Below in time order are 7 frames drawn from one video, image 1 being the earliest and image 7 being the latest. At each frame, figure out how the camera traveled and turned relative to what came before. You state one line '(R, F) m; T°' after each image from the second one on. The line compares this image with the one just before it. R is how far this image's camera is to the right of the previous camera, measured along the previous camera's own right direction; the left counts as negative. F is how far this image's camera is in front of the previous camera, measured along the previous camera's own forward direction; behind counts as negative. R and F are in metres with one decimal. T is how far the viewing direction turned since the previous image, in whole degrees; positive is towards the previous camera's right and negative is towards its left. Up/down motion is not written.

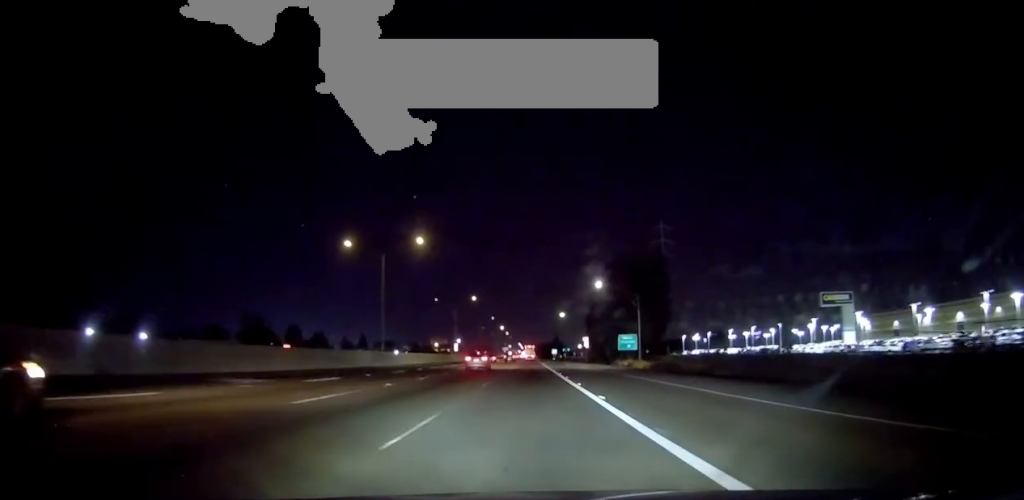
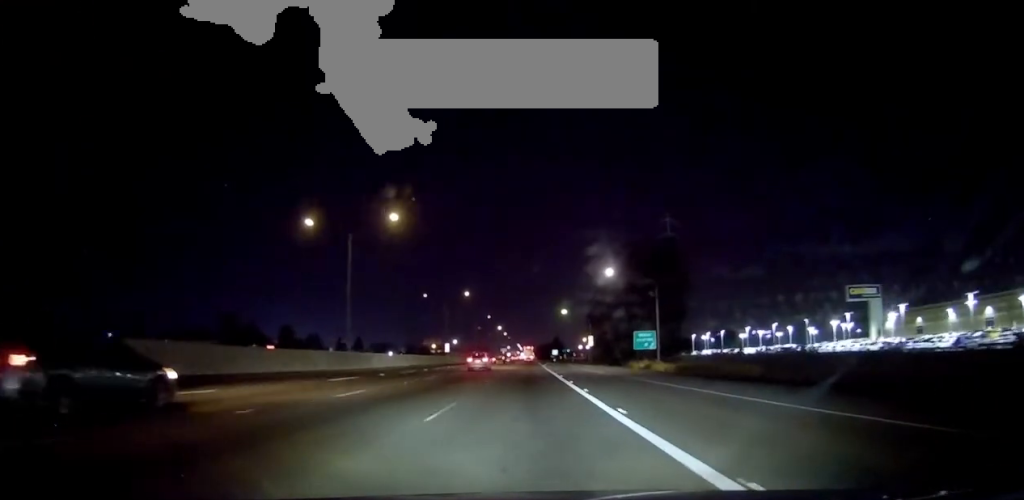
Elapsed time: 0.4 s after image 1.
(-0.1, +11.4) m; 0°
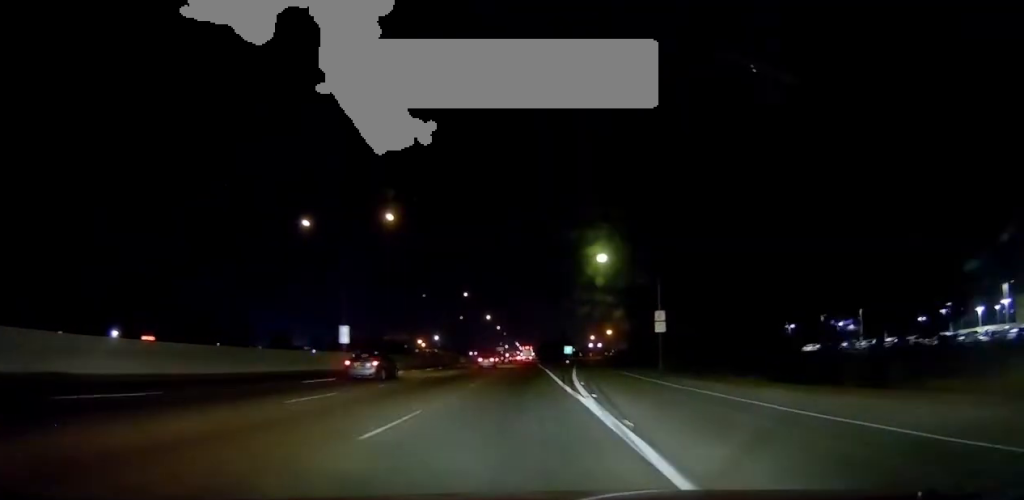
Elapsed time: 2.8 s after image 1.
(-0.8, +60.8) m; -2°
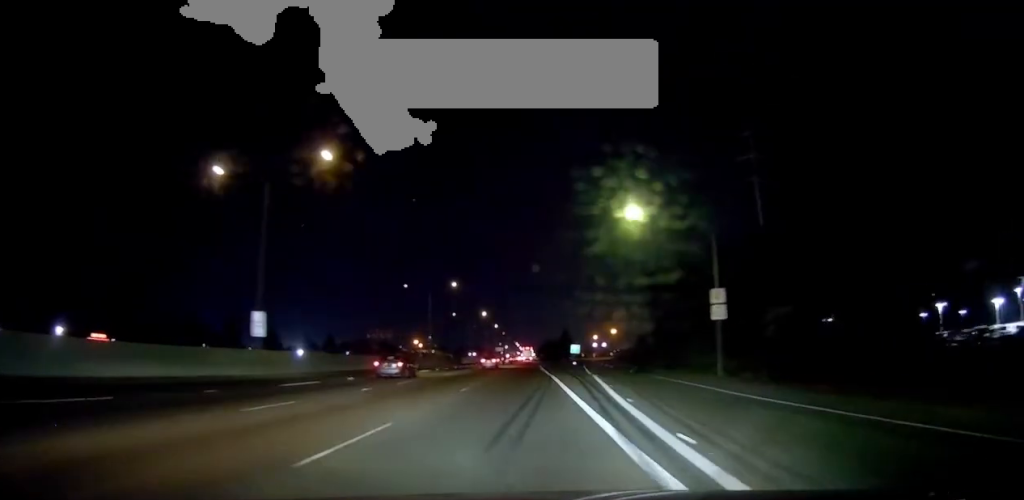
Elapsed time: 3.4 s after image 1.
(-0.5, +16.4) m; +1°
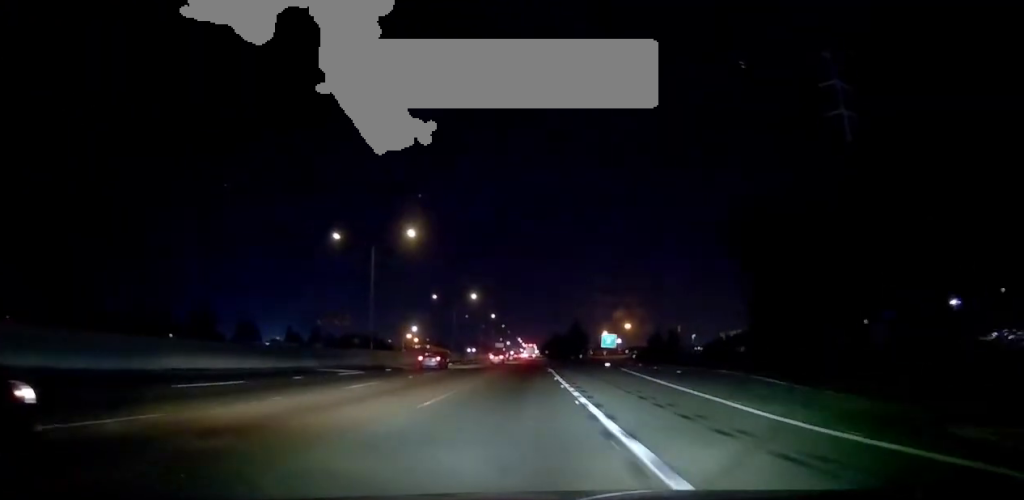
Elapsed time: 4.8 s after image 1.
(+1.2, +36.5) m; +1°
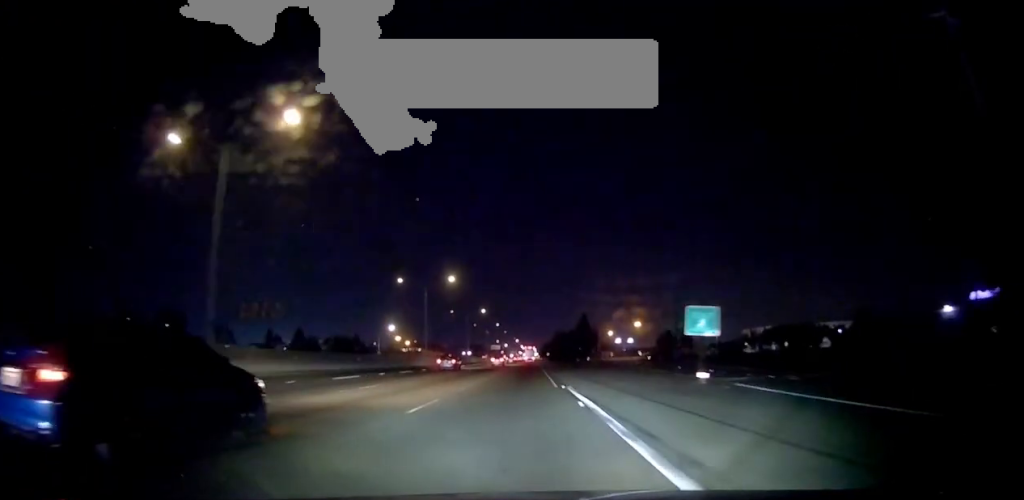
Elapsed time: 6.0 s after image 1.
(-0.3, +30.5) m; 0°
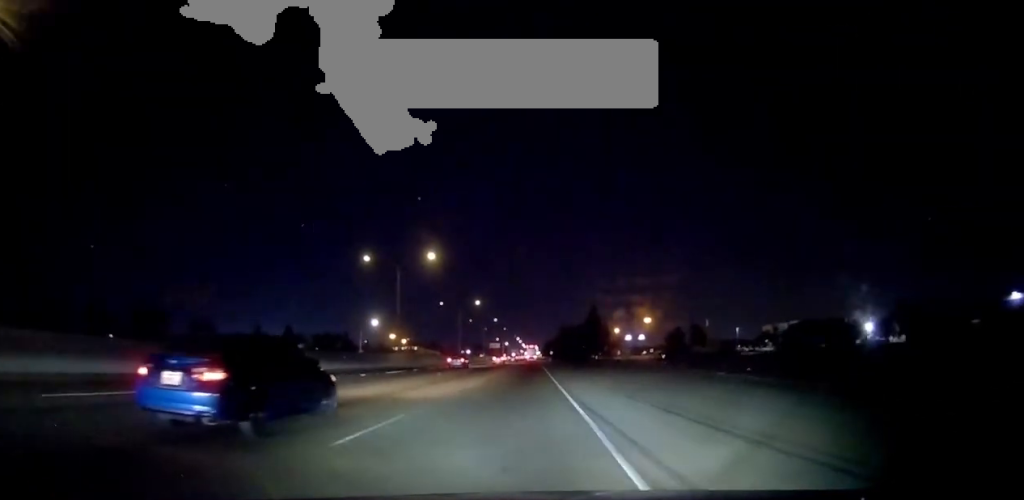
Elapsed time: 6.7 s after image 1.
(+0.1, +20.1) m; 0°
